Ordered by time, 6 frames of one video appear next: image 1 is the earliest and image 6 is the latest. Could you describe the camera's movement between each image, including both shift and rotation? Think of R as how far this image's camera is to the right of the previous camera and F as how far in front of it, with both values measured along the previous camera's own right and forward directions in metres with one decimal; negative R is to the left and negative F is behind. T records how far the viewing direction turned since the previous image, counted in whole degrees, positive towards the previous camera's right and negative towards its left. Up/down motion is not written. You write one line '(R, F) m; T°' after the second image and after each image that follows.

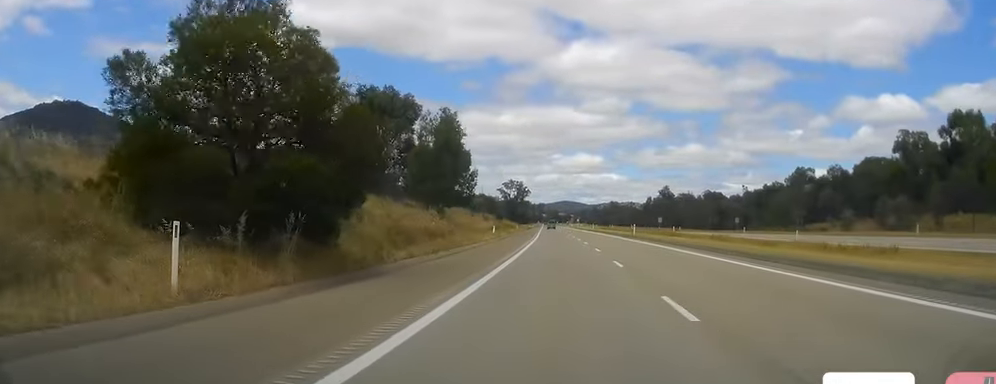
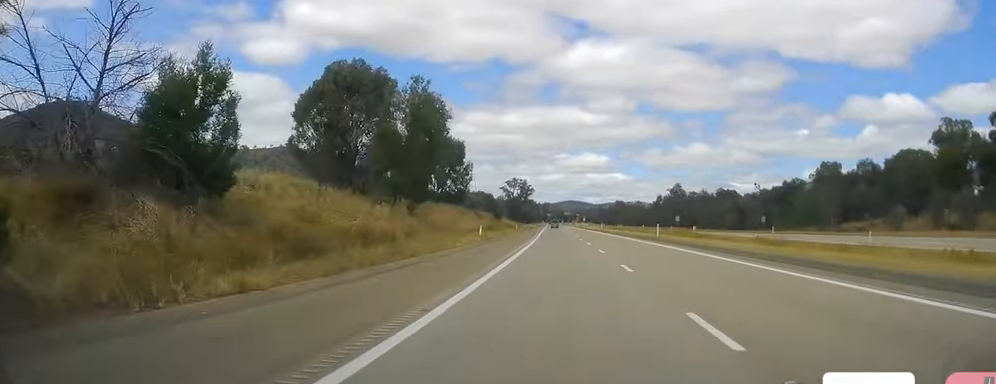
(-0.3, +14.5) m; 0°
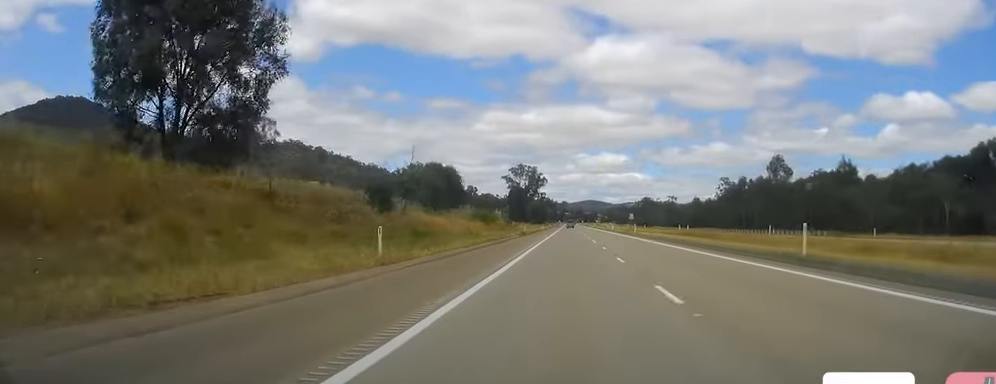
(-1.8, +91.4) m; -2°
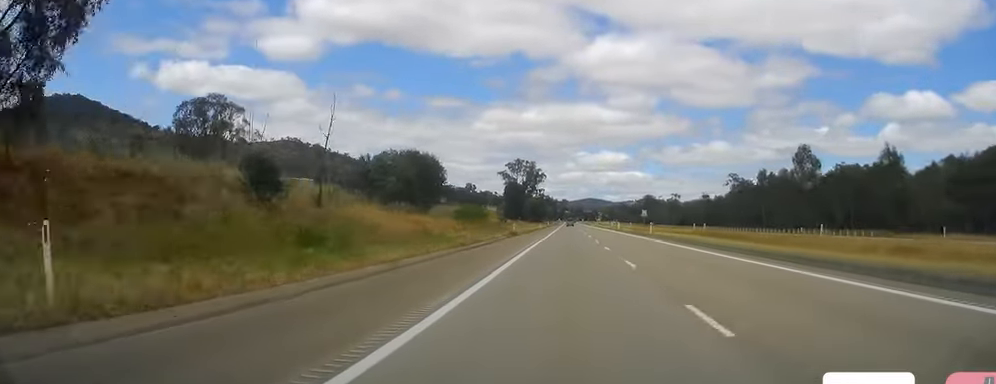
(0.0, +15.6) m; 0°
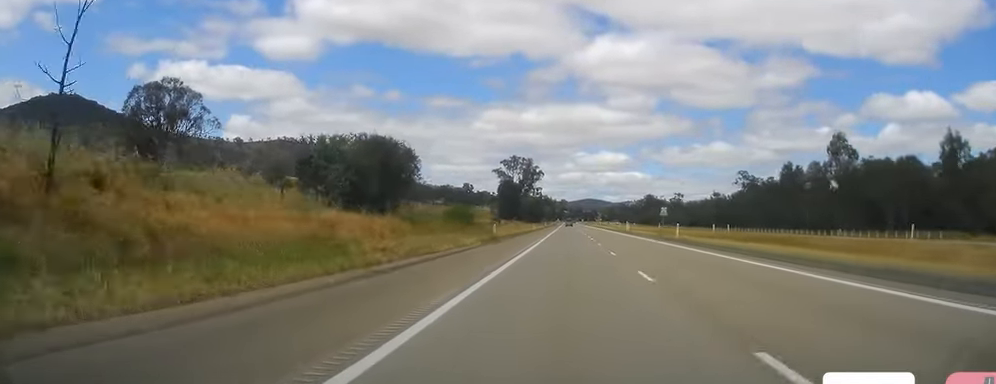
(+0.1, +16.6) m; 0°
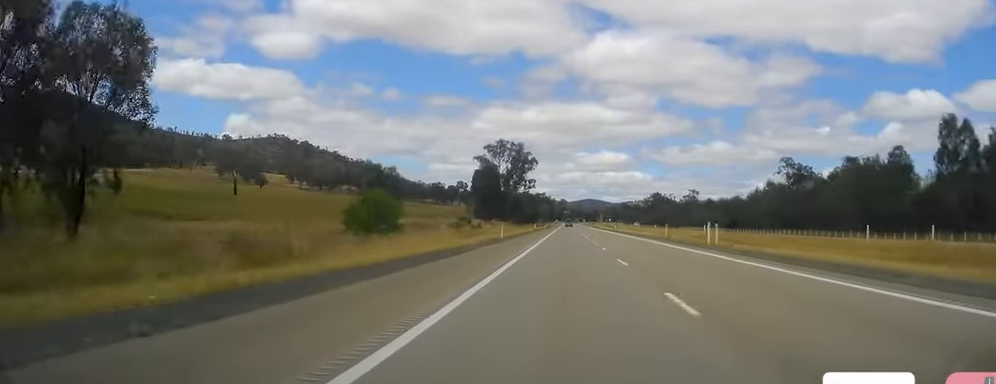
(0.0, +53.7) m; +1°
